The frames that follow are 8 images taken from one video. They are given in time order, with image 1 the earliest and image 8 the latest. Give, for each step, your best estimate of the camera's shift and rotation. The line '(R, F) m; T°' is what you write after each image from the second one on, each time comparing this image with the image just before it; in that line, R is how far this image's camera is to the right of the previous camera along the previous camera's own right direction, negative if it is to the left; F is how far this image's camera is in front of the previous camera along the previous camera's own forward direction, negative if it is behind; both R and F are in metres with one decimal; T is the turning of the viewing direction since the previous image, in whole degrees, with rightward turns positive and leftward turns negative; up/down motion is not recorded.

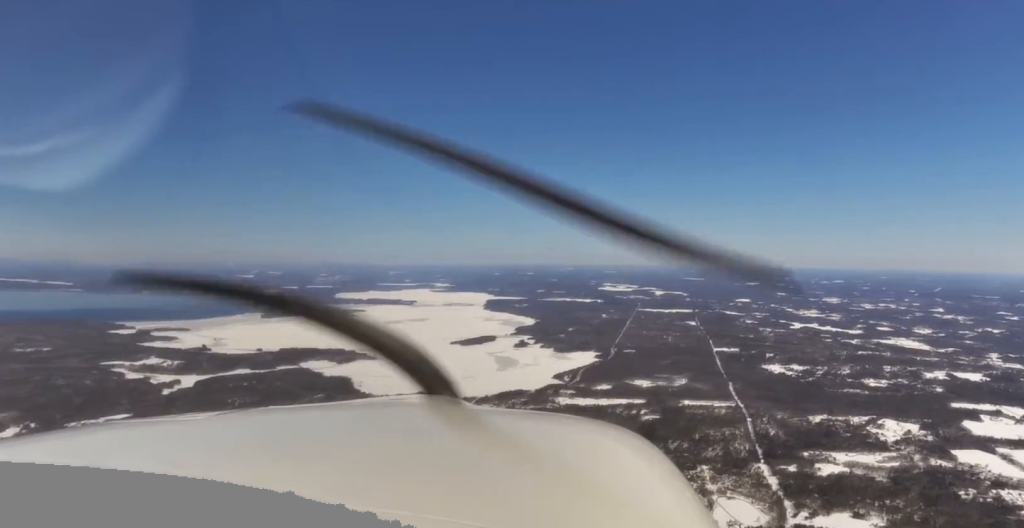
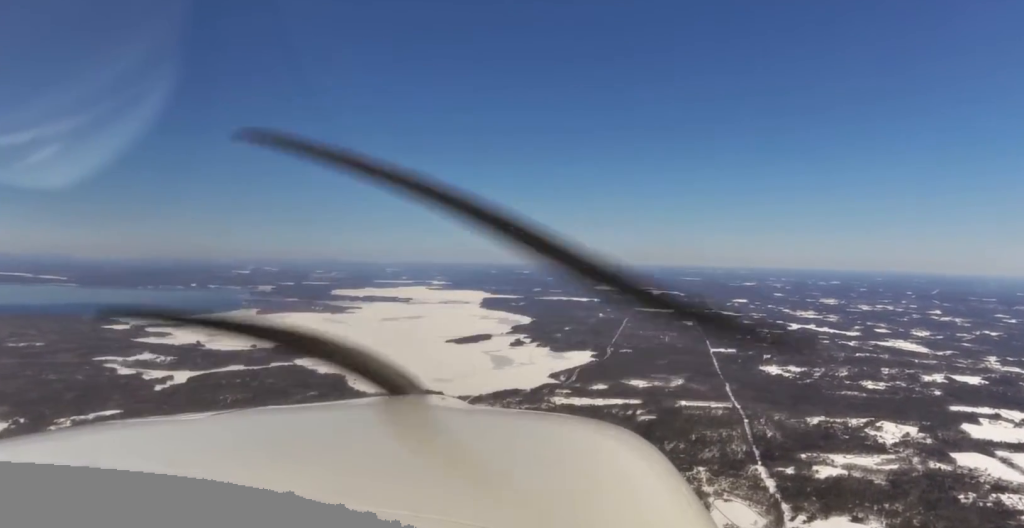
(+1.0, +40.6) m; 0°
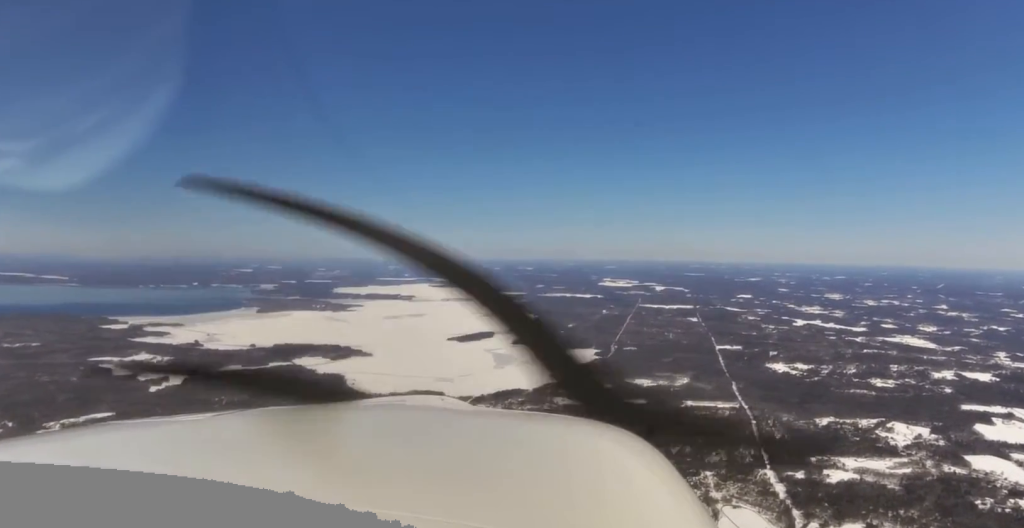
(-1.4, +103.3) m; 0°
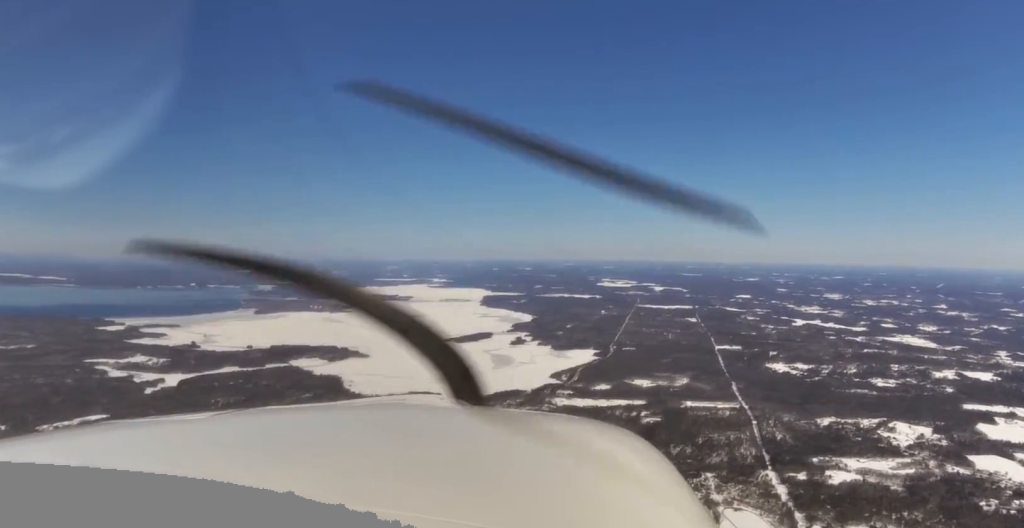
(+0.5, +36.1) m; 0°
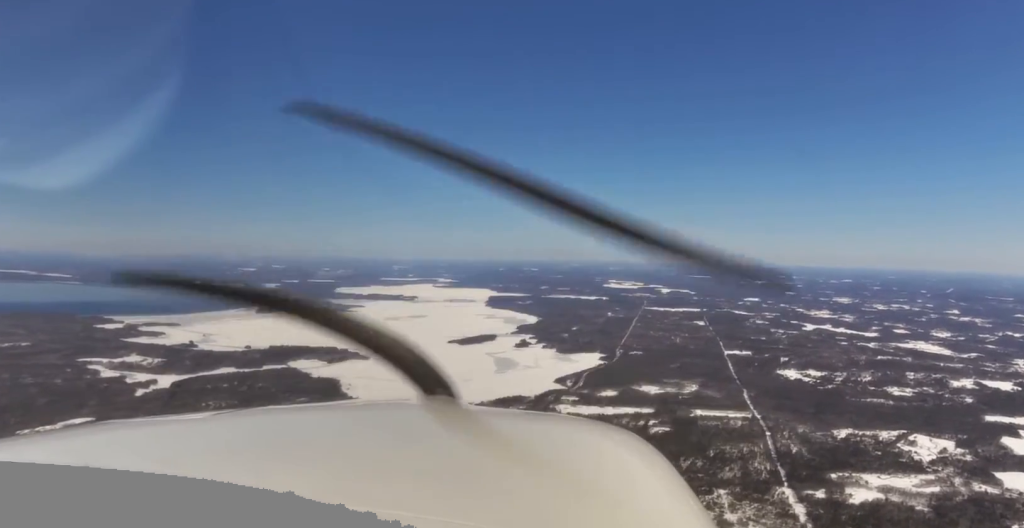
(+0.7, +171.3) m; +1°
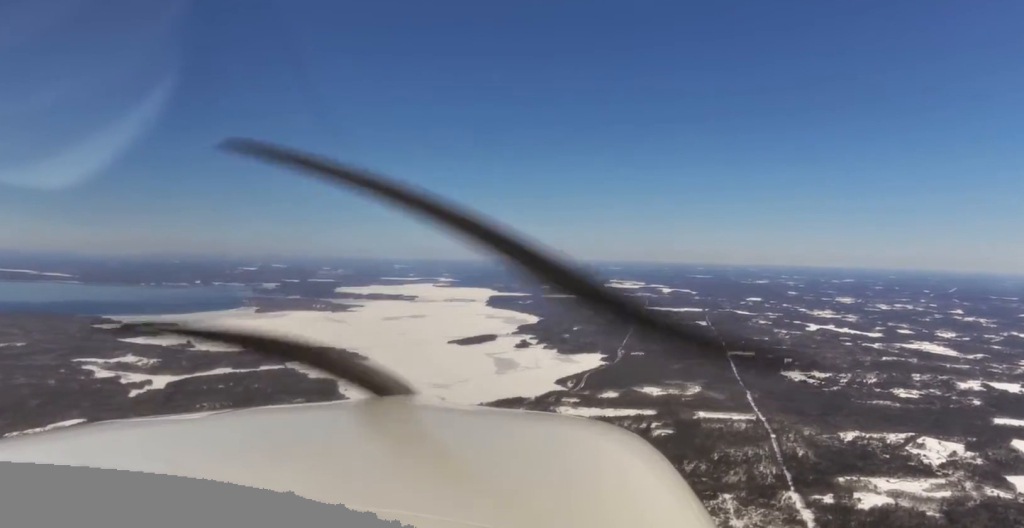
(+0.3, +79.6) m; 0°
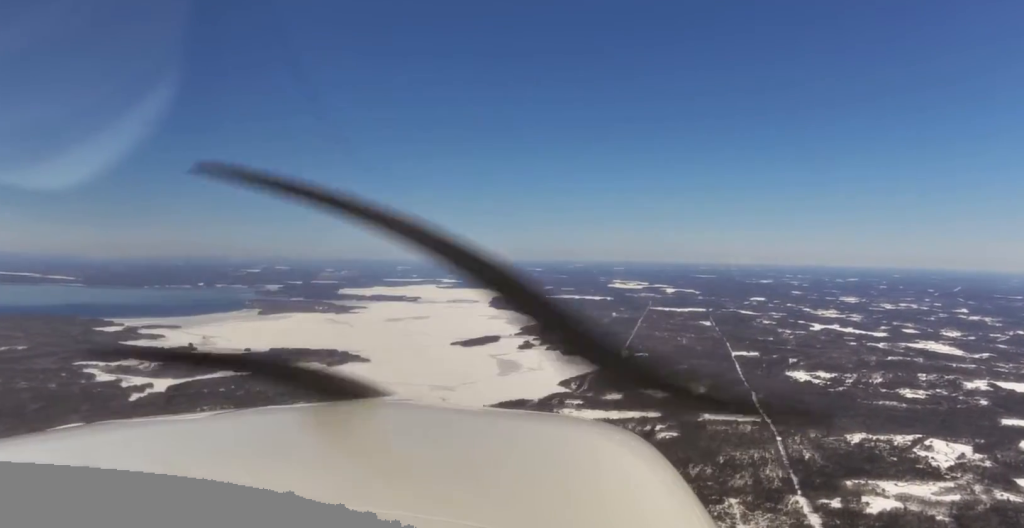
(-0.2, +36.3) m; 0°
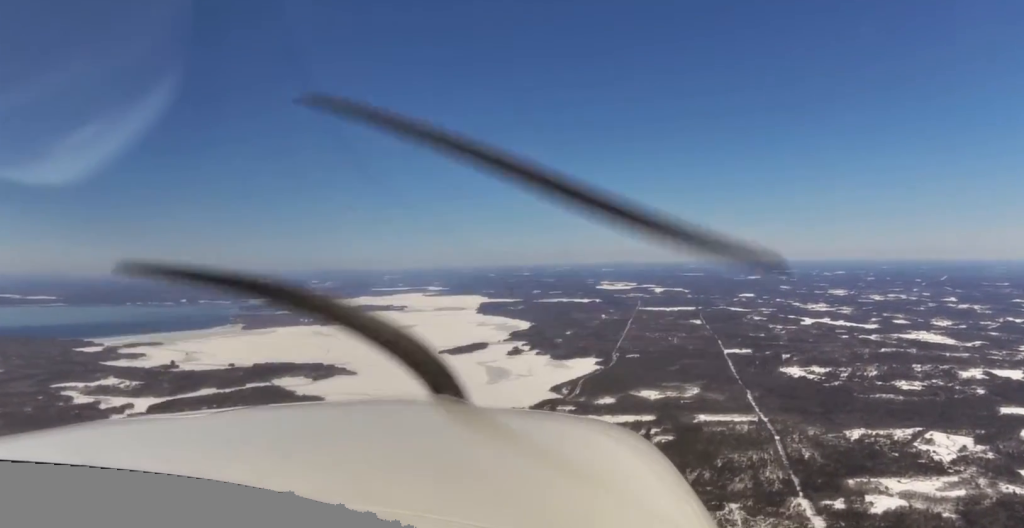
(-0.1, +92.2) m; 0°
